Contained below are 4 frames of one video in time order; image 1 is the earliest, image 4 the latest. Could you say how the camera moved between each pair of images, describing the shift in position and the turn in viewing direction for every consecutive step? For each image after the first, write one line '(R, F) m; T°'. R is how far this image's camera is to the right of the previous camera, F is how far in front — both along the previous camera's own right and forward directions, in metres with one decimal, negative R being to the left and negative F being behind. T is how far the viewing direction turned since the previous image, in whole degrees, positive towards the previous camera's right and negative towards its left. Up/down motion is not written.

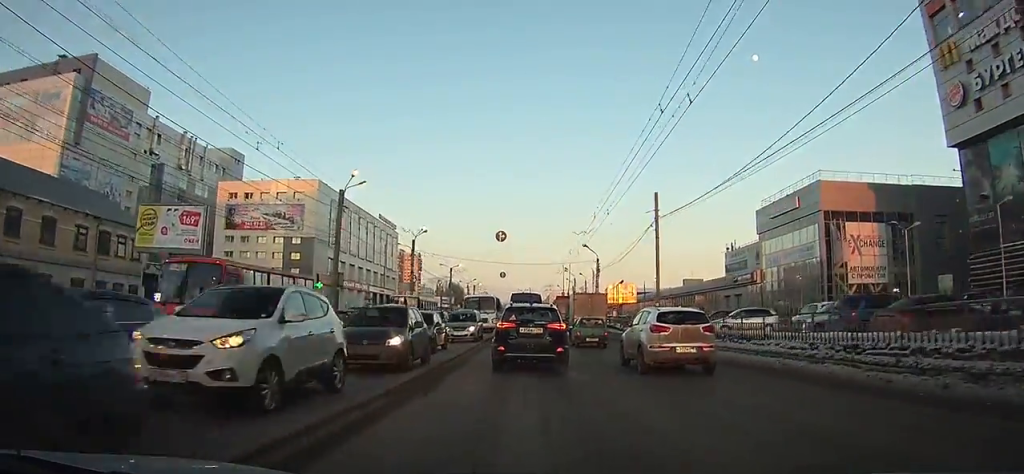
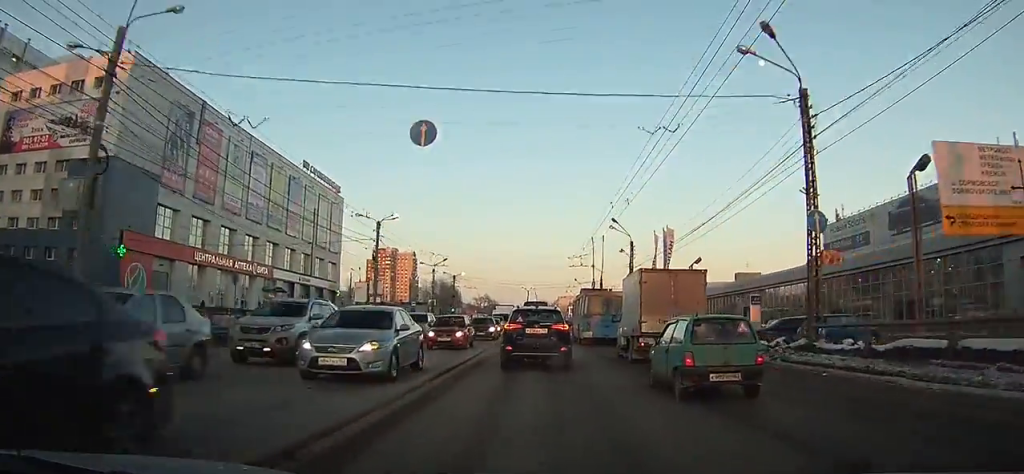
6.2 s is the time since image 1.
(0.0, +55.3) m; 0°
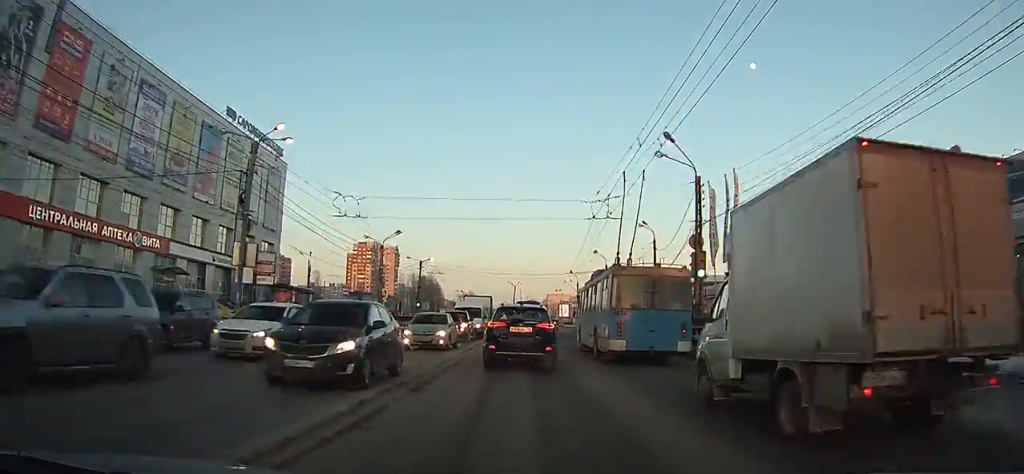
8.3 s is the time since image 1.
(+0.2, +21.4) m; 0°
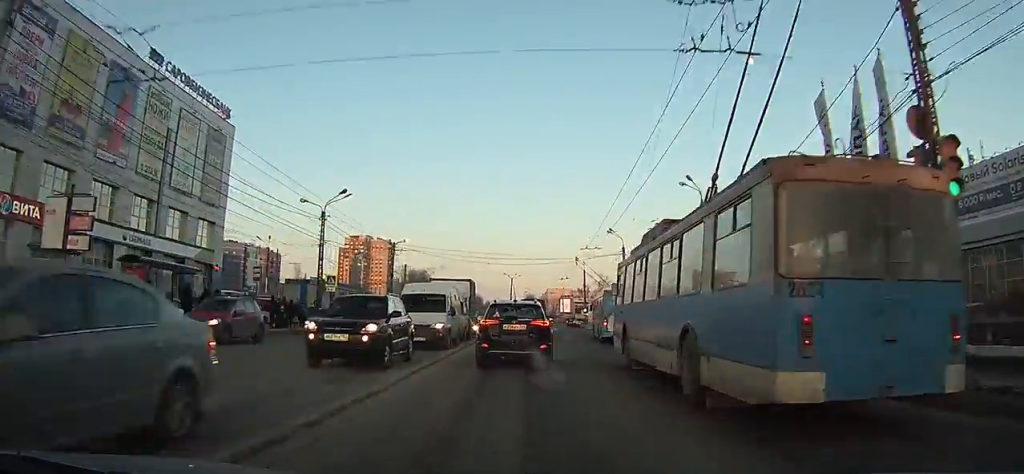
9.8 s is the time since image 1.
(-0.1, +15.3) m; -1°
